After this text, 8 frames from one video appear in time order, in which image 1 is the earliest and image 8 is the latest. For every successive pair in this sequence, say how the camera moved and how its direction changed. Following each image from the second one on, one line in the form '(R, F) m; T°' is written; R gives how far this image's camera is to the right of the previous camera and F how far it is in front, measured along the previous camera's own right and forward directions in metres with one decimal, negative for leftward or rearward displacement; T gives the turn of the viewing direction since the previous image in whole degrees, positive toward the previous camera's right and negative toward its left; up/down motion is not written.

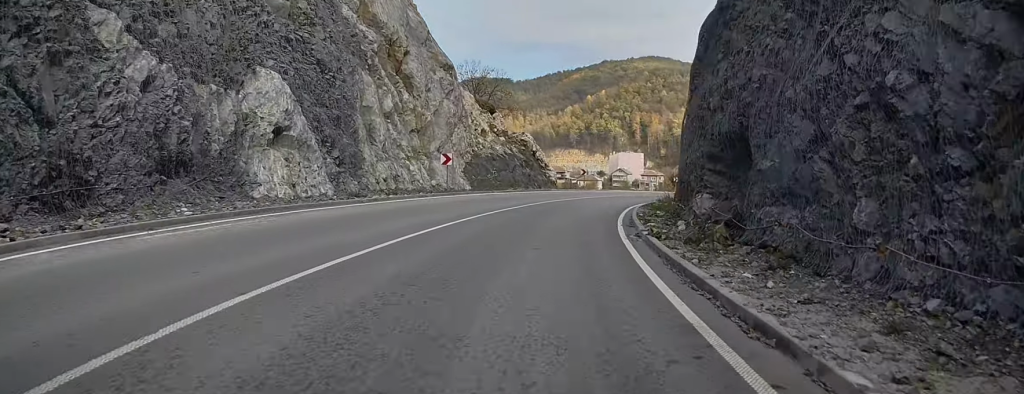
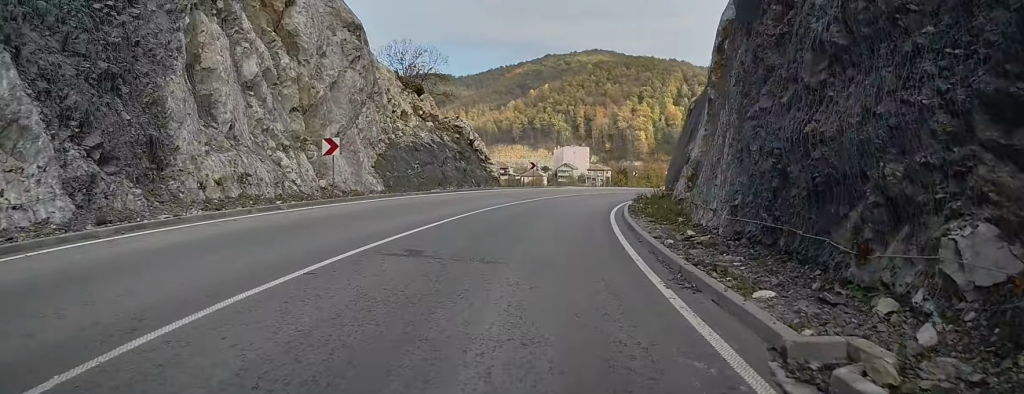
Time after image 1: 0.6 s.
(+0.7, +13.5) m; +4°
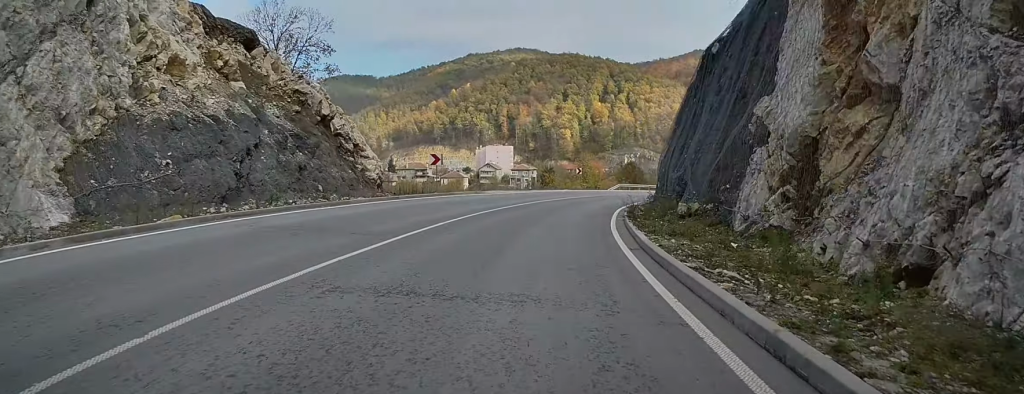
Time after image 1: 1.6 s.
(+1.3, +23.0) m; +7°
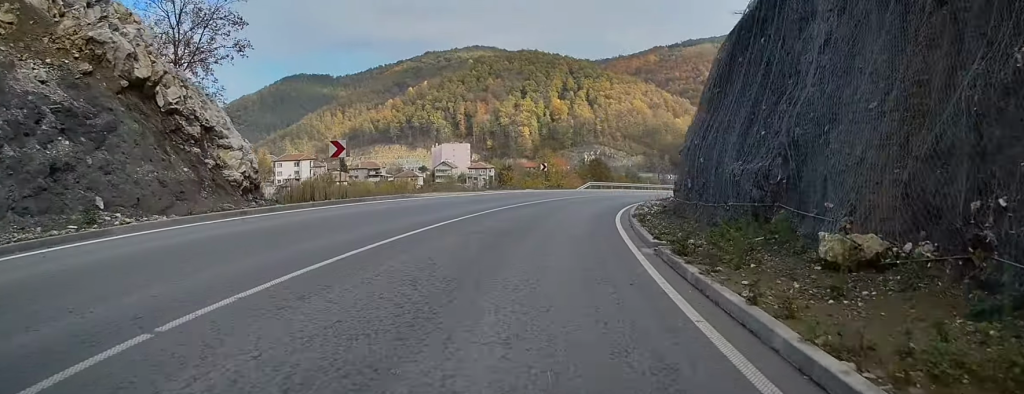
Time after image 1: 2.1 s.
(+0.3, +12.9) m; +4°
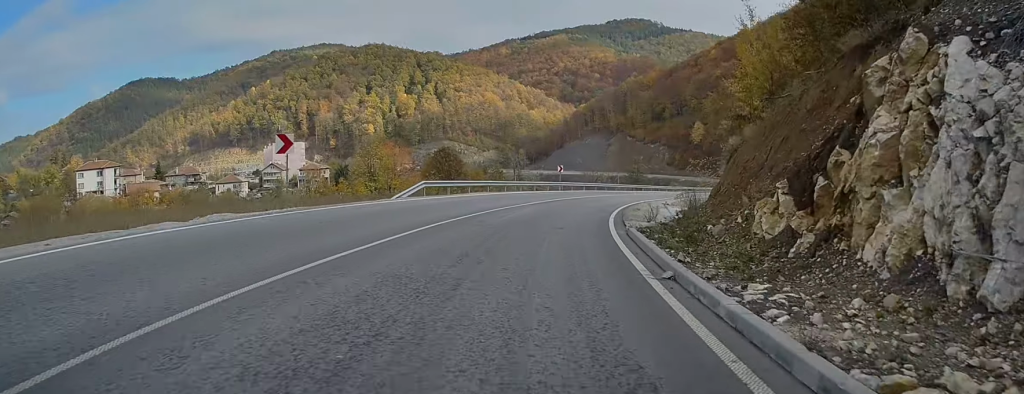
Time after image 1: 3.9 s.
(+4.6, +39.5) m; +13°
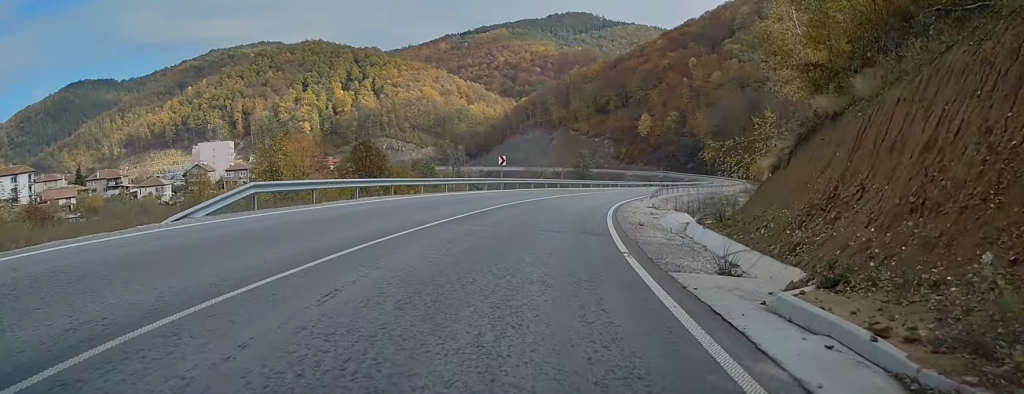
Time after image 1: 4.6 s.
(+0.8, +16.8) m; +4°
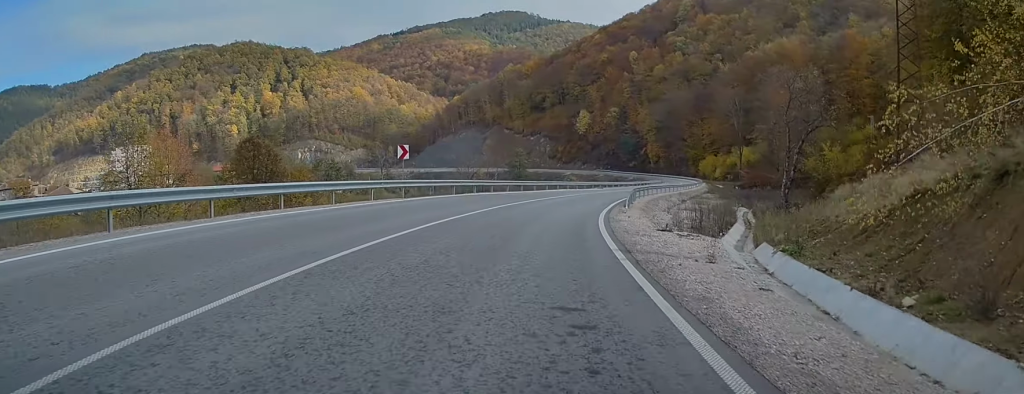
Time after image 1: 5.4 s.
(+0.6, +17.8) m; +4°
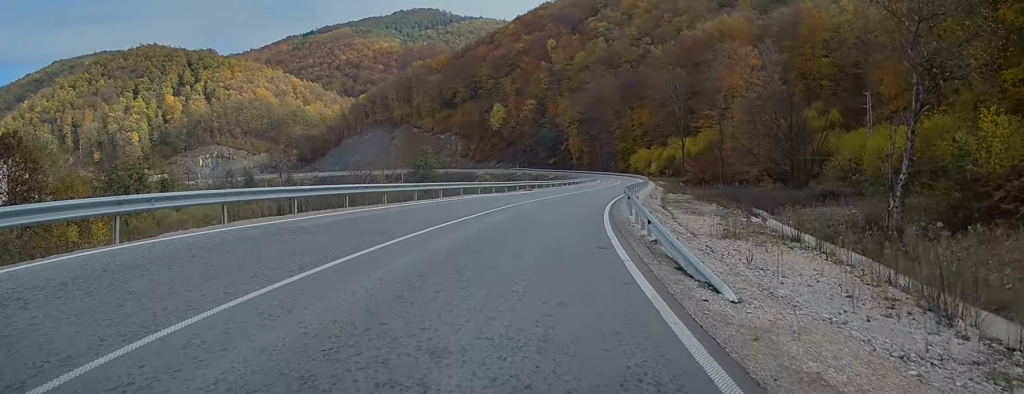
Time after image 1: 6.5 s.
(+1.3, +28.3) m; +7°
